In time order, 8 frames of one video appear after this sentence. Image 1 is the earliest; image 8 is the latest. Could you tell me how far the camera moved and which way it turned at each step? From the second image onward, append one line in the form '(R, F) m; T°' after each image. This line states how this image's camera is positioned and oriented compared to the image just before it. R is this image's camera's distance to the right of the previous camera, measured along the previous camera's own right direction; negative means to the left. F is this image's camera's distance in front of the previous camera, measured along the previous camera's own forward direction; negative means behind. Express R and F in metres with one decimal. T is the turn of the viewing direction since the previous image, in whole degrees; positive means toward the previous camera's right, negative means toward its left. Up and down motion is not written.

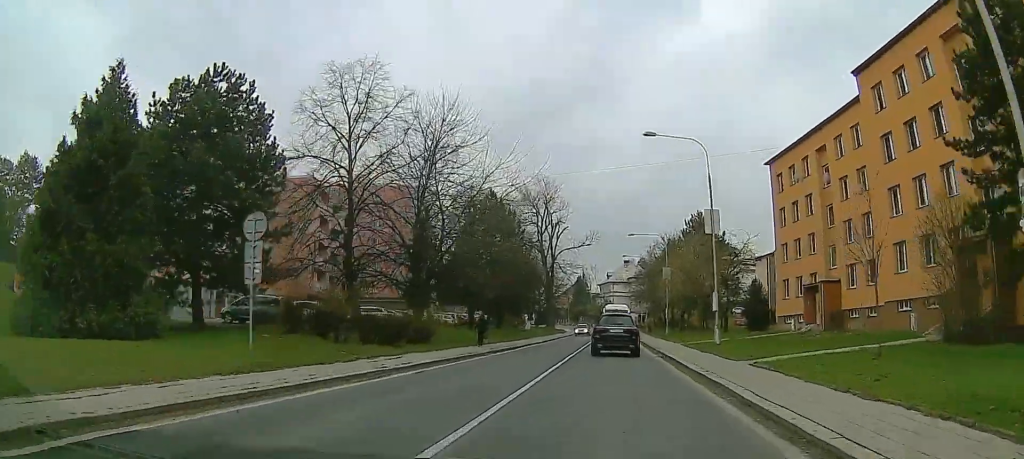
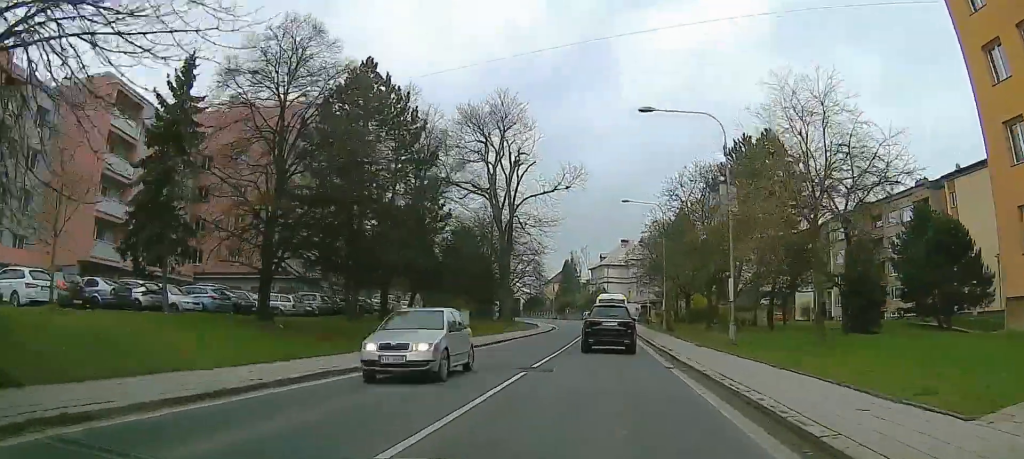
(-0.1, +33.3) m; 0°
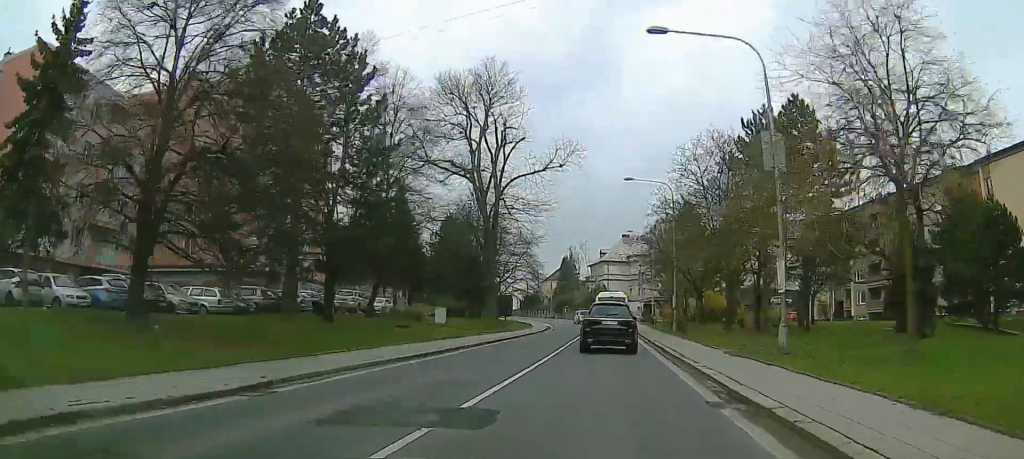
(0.0, +7.3) m; 0°
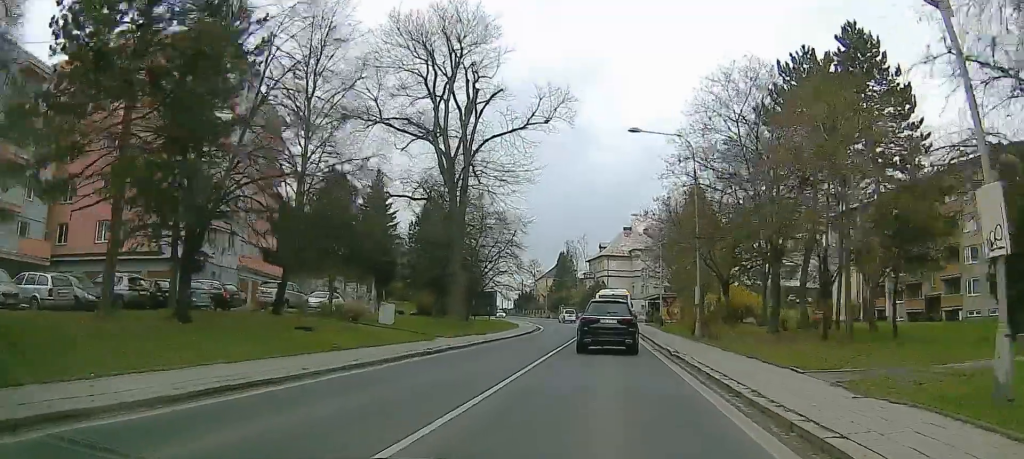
(0.0, +10.9) m; 0°
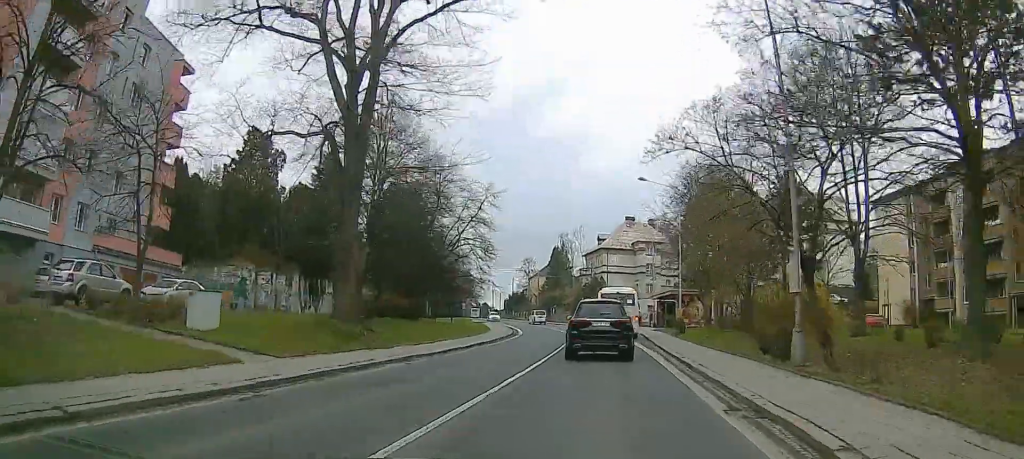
(0.0, +17.3) m; 0°
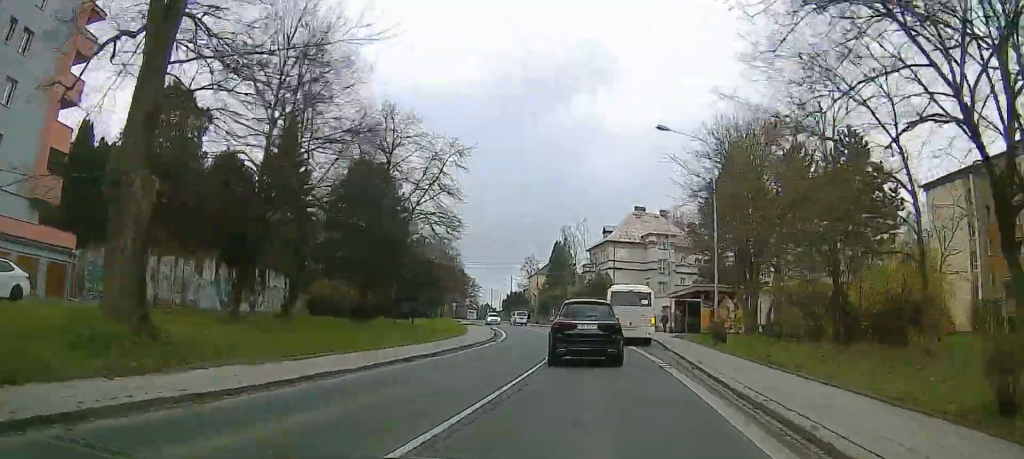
(0.0, +13.8) m; 0°
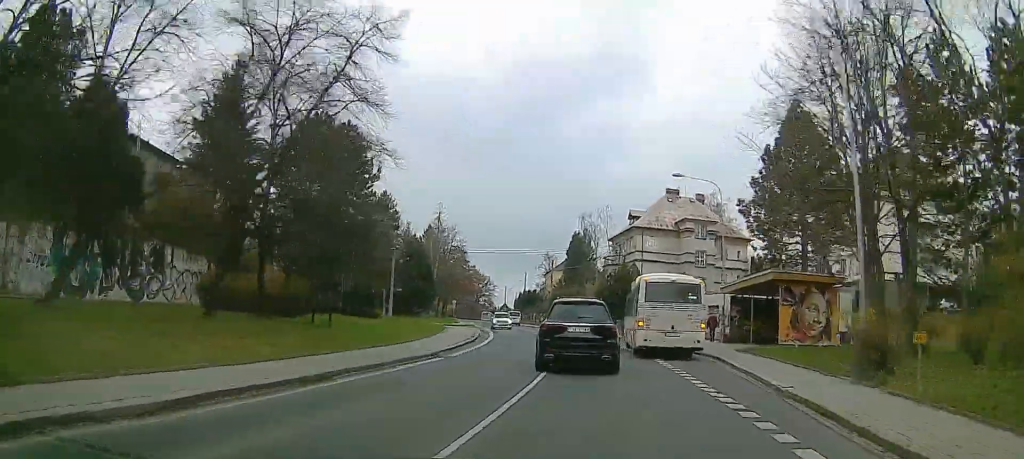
(0.0, +17.3) m; -2°
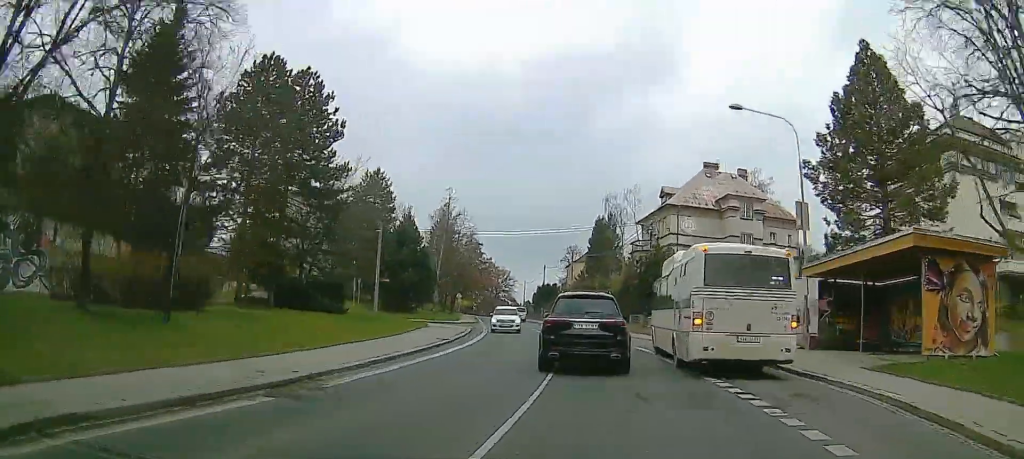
(-0.1, +13.2) m; -4°
